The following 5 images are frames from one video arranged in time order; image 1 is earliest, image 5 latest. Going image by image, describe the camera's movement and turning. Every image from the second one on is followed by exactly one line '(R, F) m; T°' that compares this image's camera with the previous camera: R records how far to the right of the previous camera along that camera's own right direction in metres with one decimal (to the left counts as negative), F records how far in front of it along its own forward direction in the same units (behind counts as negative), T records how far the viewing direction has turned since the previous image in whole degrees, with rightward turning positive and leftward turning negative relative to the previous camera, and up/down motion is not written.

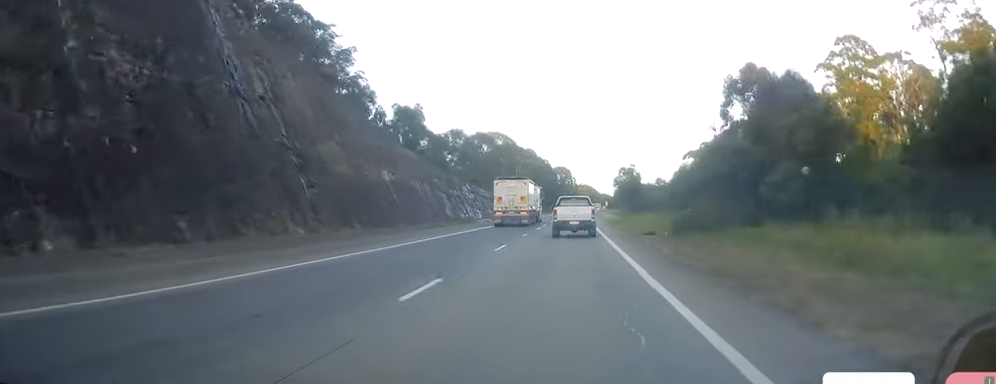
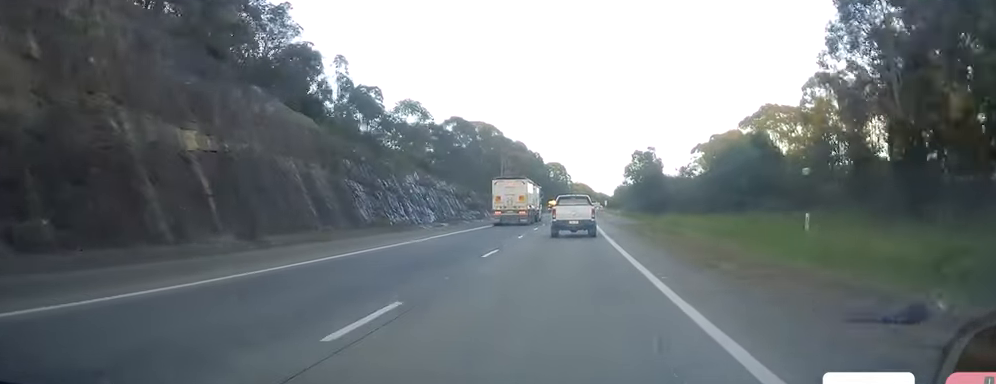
(+0.3, +27.2) m; 0°
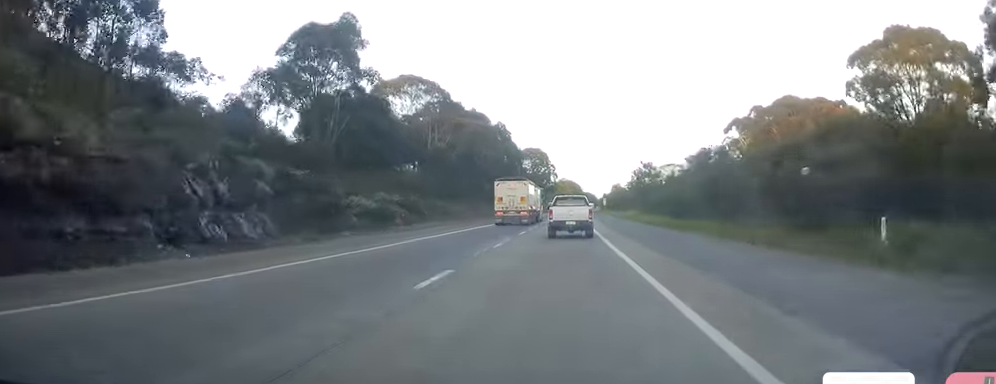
(+0.9, +67.9) m; +1°
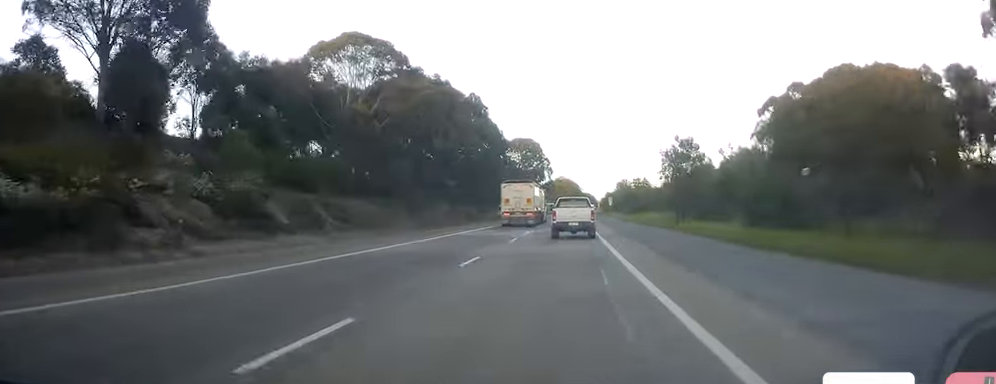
(-0.3, +31.3) m; 0°
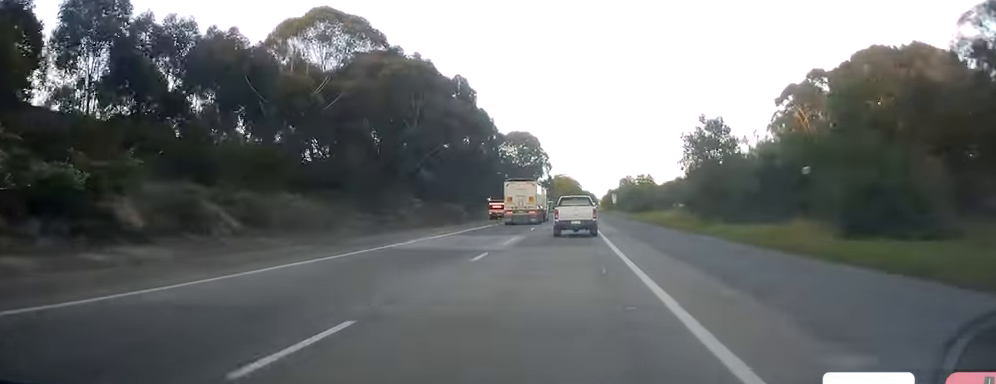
(+0.1, +11.6) m; 0°
